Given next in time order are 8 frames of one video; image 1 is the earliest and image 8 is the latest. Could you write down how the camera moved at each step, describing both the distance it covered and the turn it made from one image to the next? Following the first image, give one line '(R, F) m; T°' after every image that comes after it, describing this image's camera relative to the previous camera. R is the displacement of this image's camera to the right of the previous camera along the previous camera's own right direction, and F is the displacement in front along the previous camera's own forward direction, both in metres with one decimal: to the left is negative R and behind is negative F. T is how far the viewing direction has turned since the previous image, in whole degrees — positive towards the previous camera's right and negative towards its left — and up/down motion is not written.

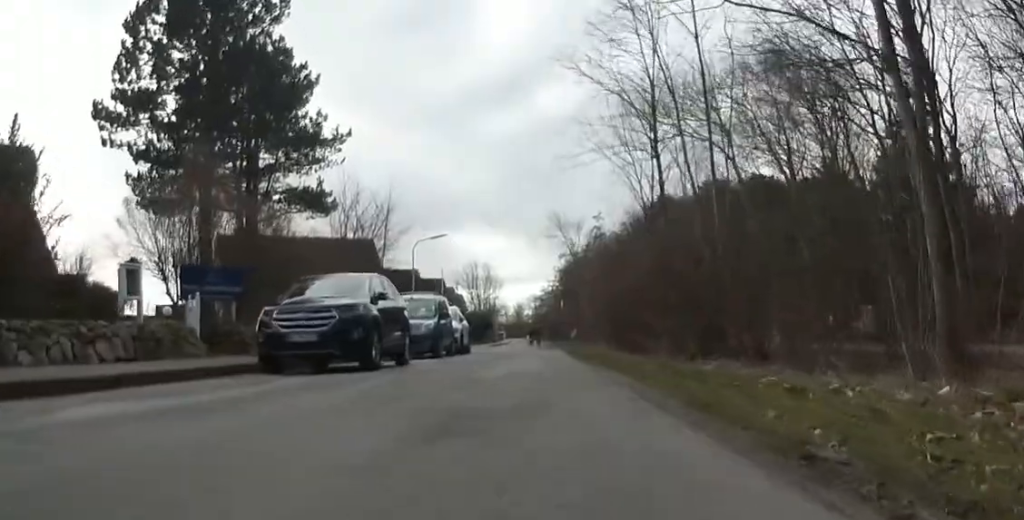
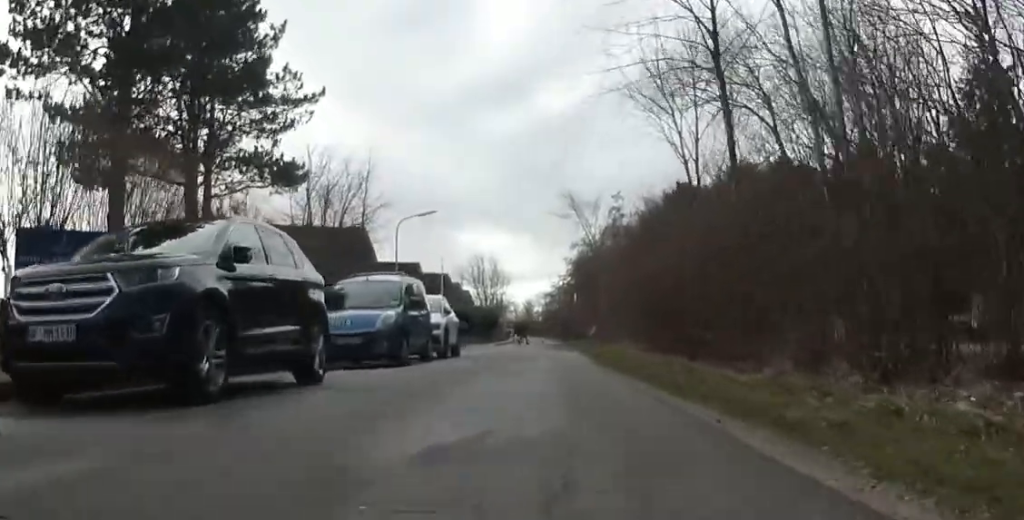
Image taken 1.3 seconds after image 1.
(0.0, +6.7) m; 0°
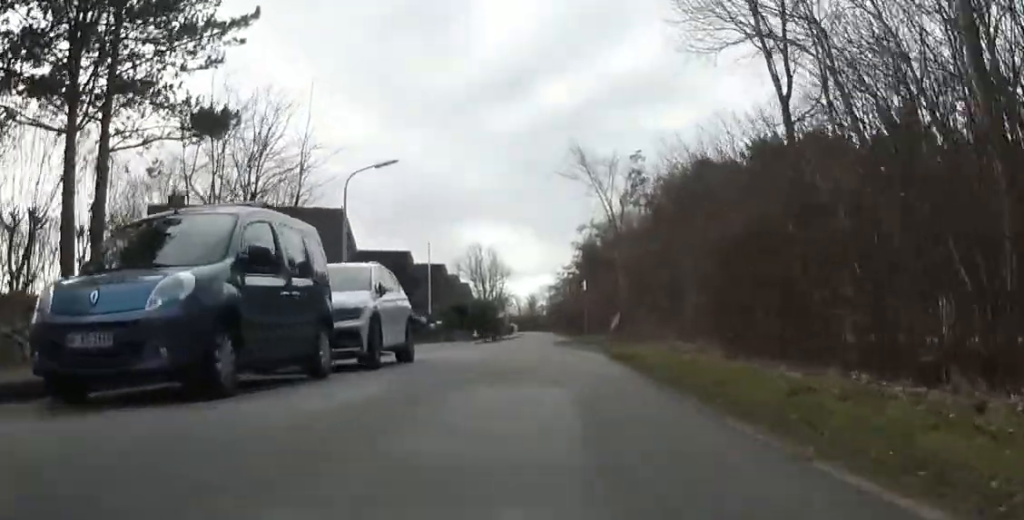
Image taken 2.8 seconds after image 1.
(0.0, +8.5) m; 0°
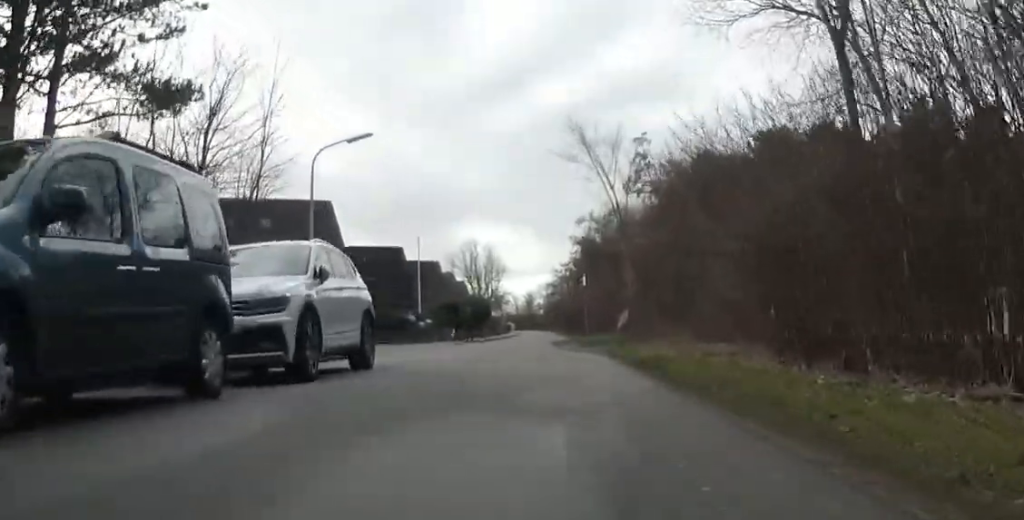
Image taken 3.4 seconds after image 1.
(0.0, +3.1) m; -1°
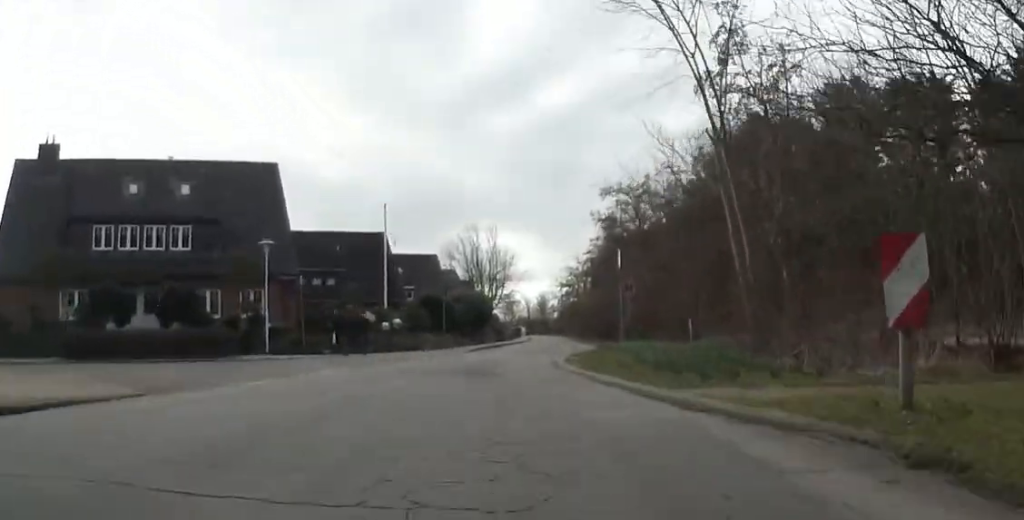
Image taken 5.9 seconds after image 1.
(-0.4, +14.7) m; -3°
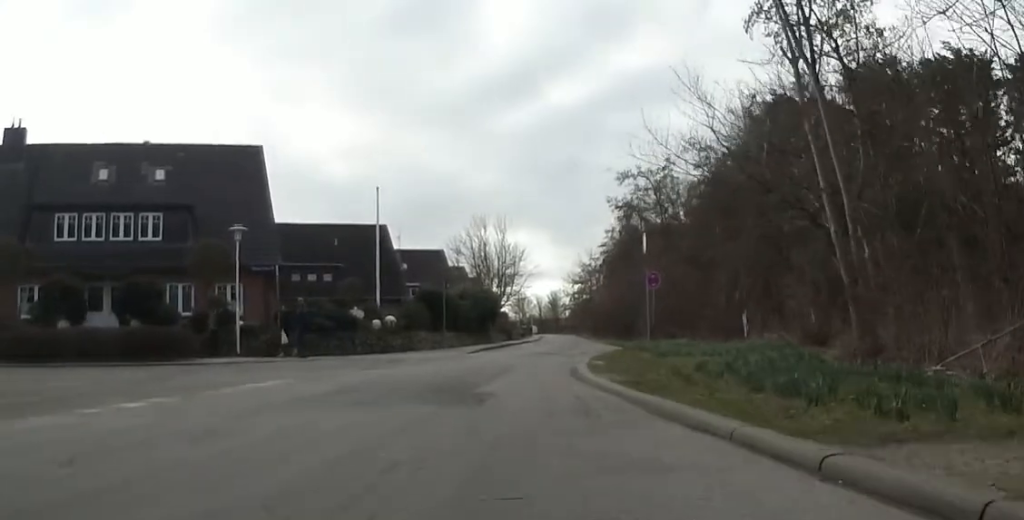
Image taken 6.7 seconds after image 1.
(+0.3, +4.2) m; -3°
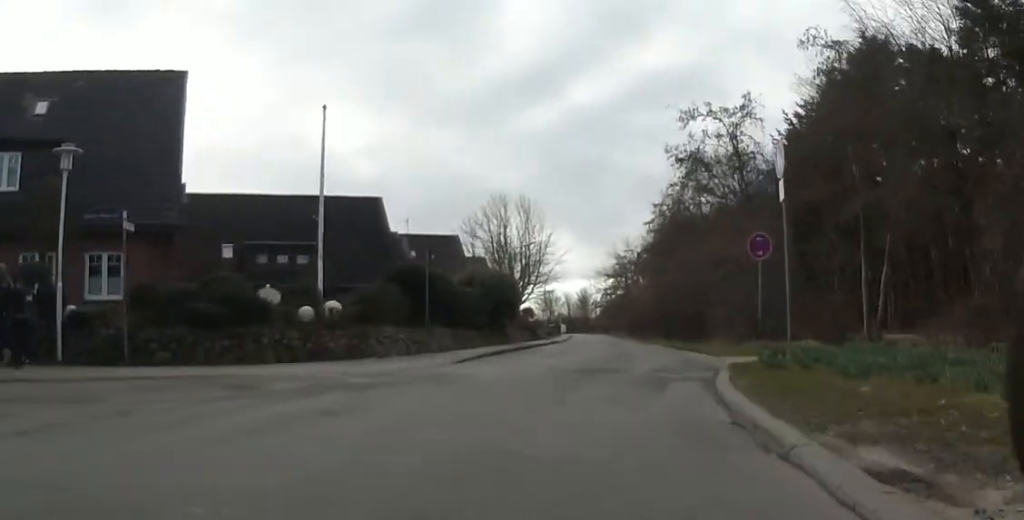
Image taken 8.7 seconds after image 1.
(-0.7, +12.2) m; +2°
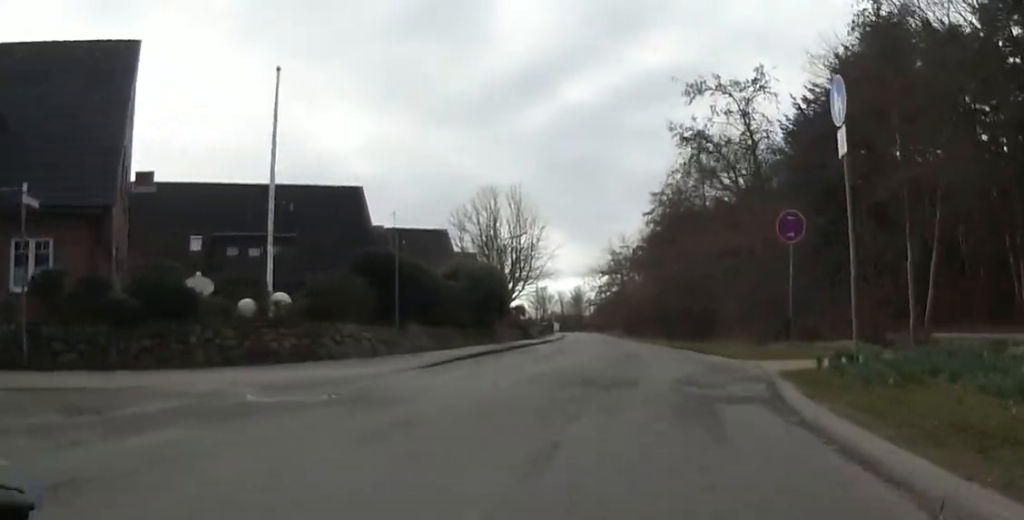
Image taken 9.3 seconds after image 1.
(+0.1, +3.4) m; +3°
